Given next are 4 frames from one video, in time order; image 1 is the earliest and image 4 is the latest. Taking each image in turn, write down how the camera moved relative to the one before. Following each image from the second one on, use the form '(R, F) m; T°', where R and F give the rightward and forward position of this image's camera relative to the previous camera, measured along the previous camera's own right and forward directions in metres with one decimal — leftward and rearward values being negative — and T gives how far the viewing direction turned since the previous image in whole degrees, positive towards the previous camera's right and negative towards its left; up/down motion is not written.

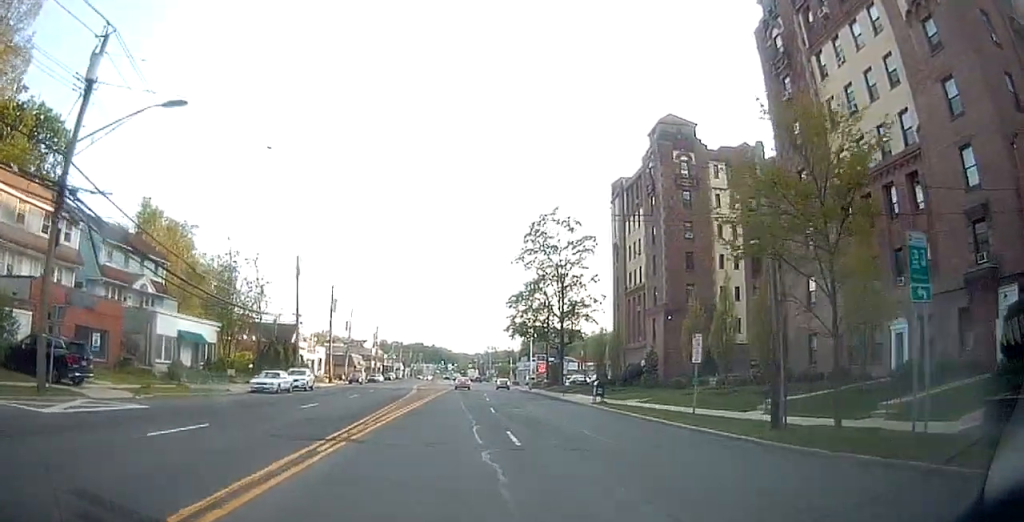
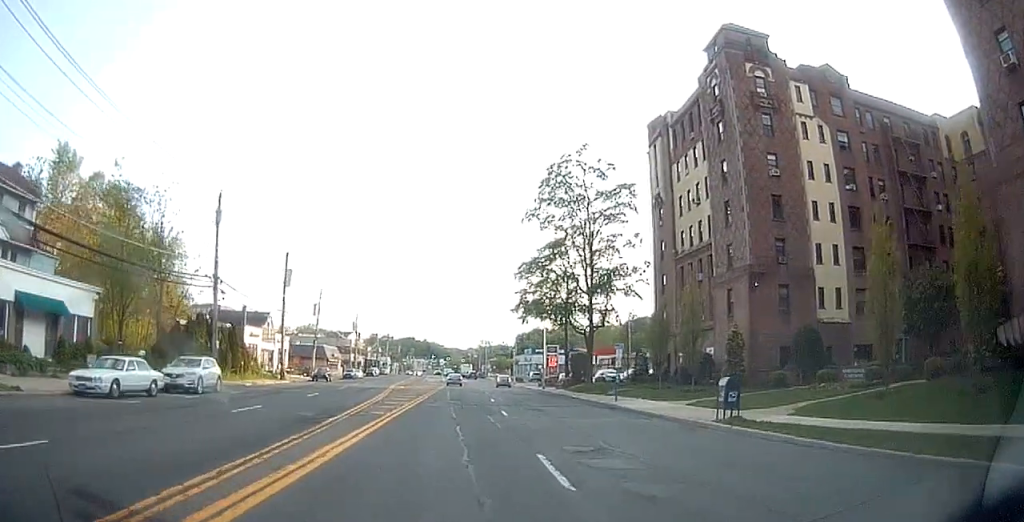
(-0.3, +18.1) m; 0°
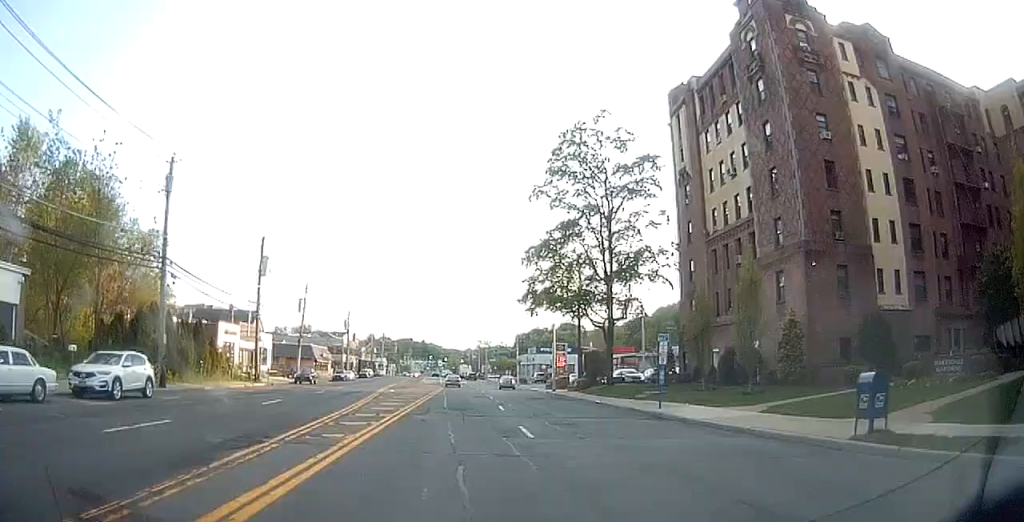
(+0.1, +7.3) m; +1°
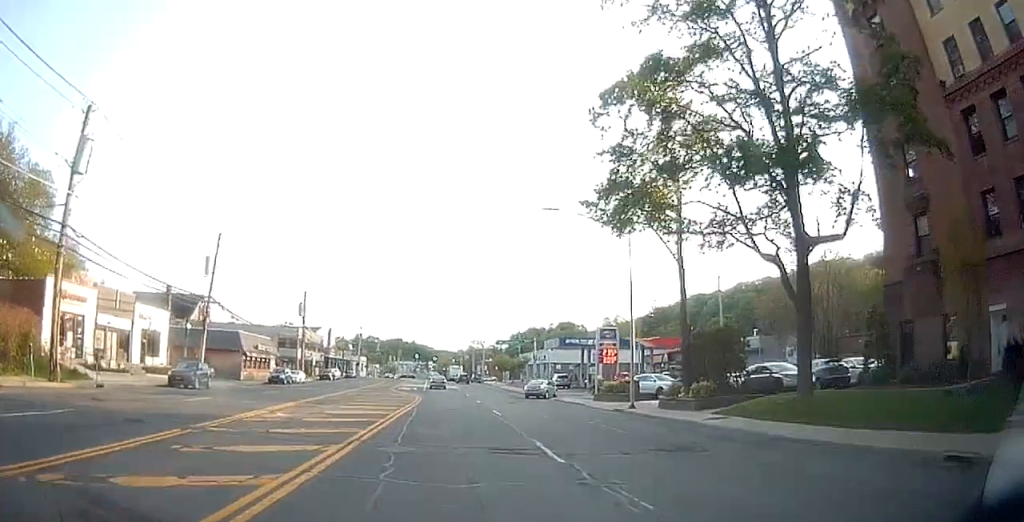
(+0.3, +28.0) m; 0°
